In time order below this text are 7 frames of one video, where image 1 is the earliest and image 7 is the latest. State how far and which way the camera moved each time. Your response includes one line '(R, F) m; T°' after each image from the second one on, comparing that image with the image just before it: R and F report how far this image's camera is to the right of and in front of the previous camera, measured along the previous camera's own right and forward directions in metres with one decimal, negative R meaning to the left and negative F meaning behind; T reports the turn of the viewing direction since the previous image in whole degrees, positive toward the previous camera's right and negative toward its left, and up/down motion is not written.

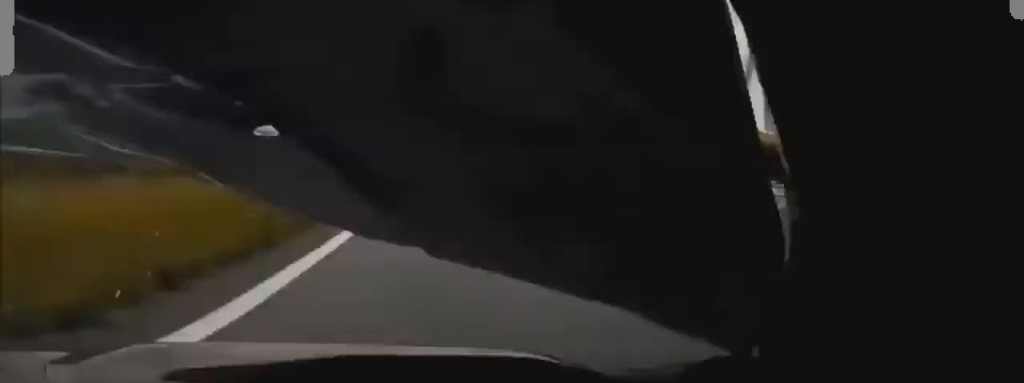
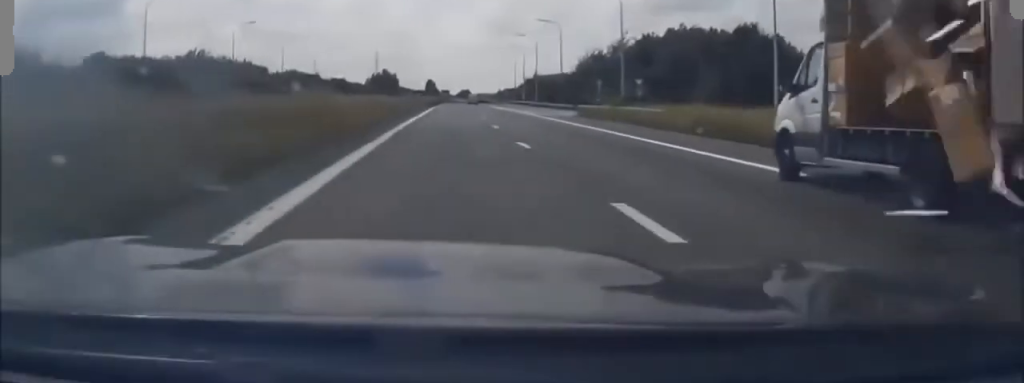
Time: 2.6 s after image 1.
(0.0, +58.6) m; 0°
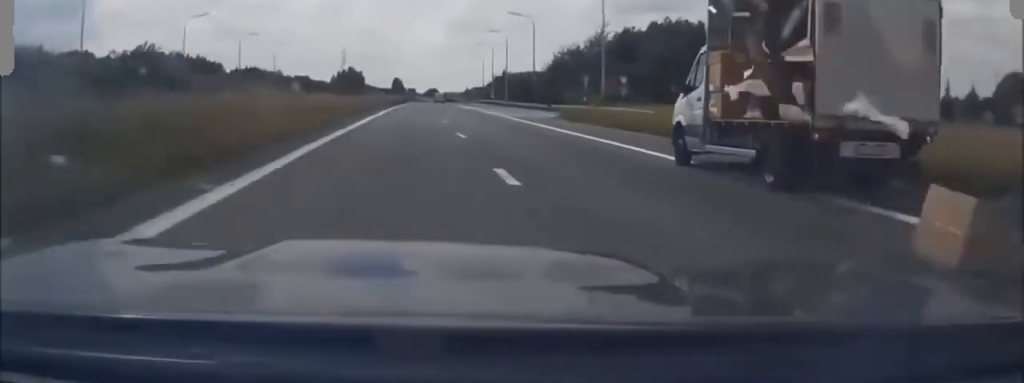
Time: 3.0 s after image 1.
(0.0, +8.5) m; 0°
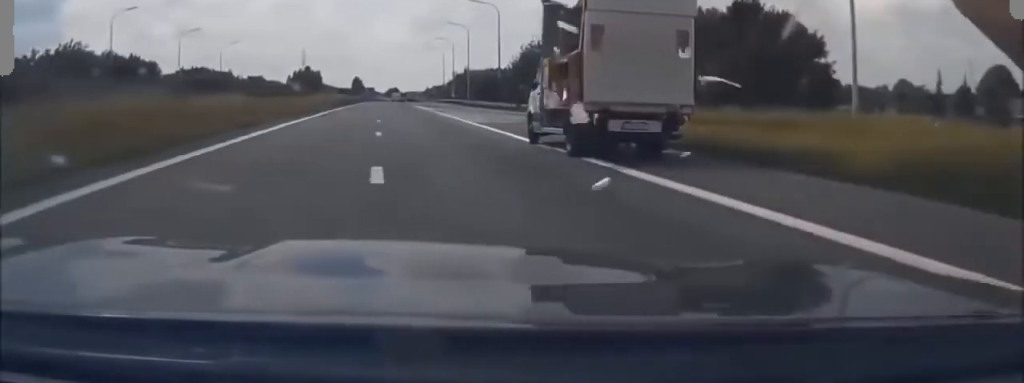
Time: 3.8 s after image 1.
(0.0, +14.0) m; 0°
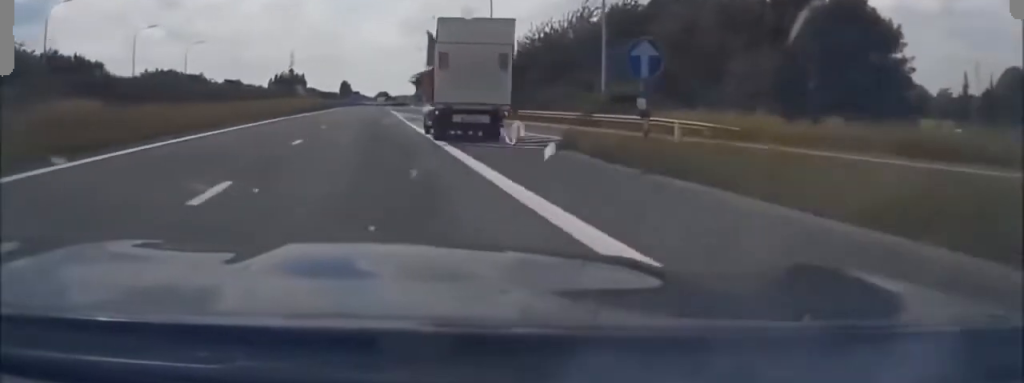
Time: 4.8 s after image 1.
(0.0, +17.3) m; 0°
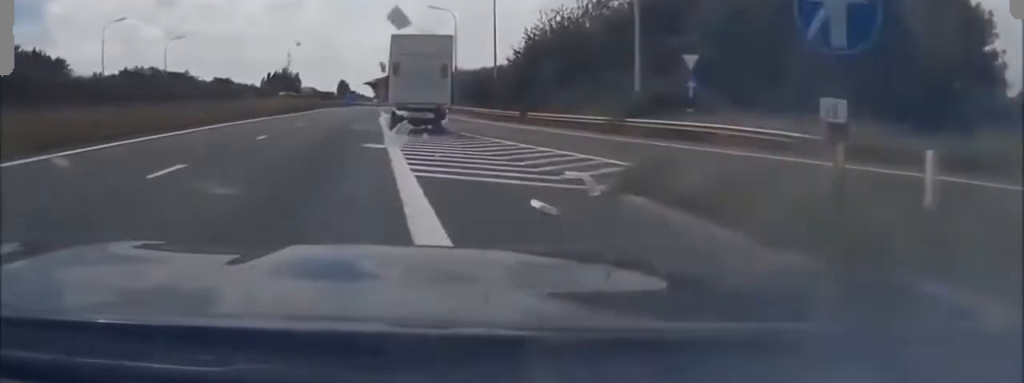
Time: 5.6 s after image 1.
(0.0, +13.0) m; 0°
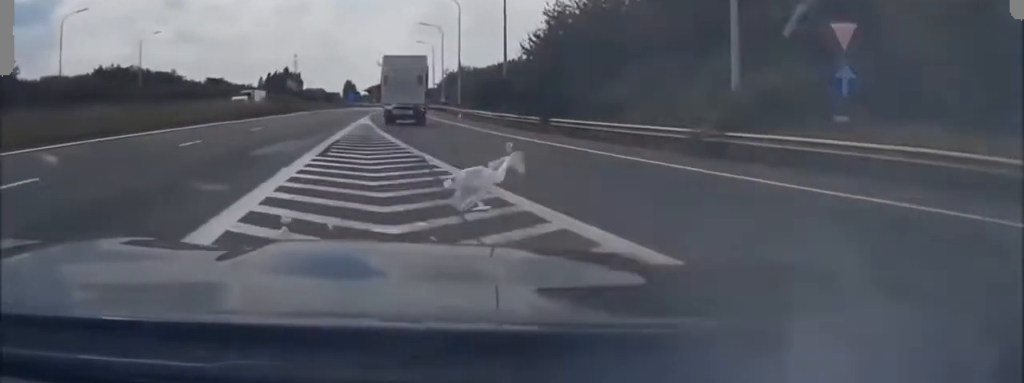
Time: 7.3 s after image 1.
(0.0, +22.2) m; 0°
